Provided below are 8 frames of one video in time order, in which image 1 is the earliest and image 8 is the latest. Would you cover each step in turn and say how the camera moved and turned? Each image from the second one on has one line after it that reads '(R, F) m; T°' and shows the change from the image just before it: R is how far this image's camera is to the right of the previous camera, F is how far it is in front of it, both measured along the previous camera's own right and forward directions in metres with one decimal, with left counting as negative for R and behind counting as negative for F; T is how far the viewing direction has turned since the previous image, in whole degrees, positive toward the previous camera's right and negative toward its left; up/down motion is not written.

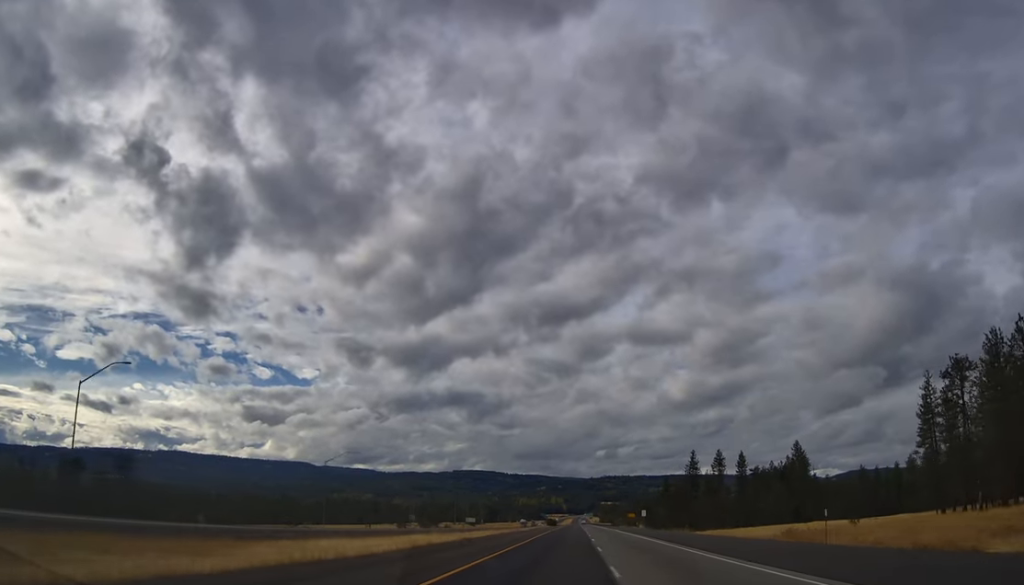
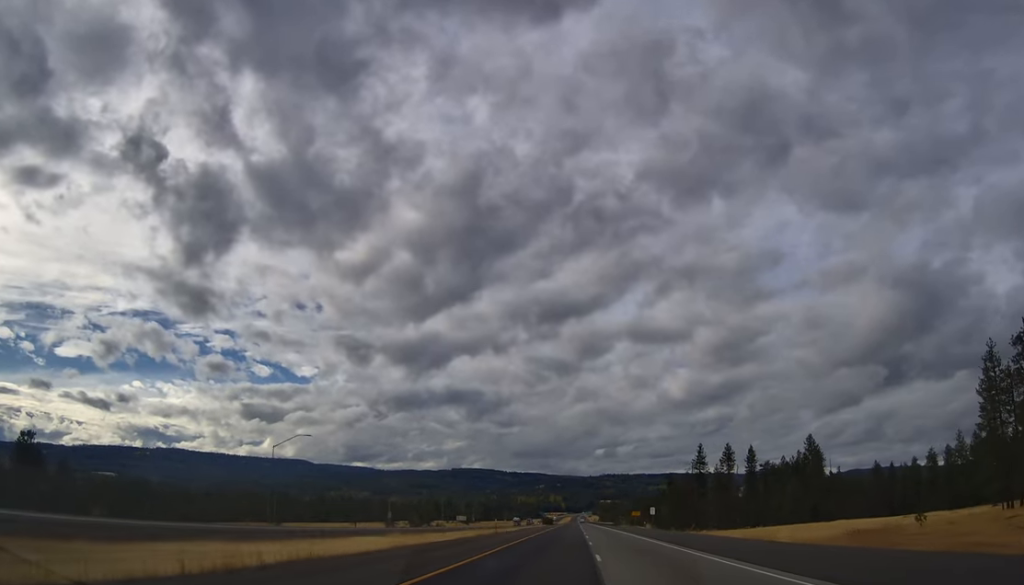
(0.0, +19.1) m; 0°
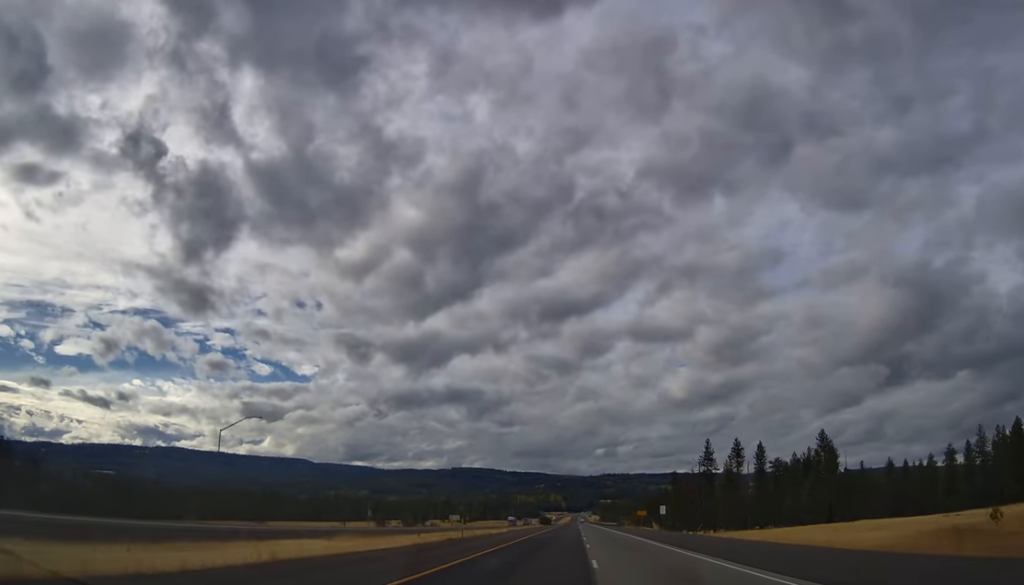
(-0.2, +14.6) m; 0°
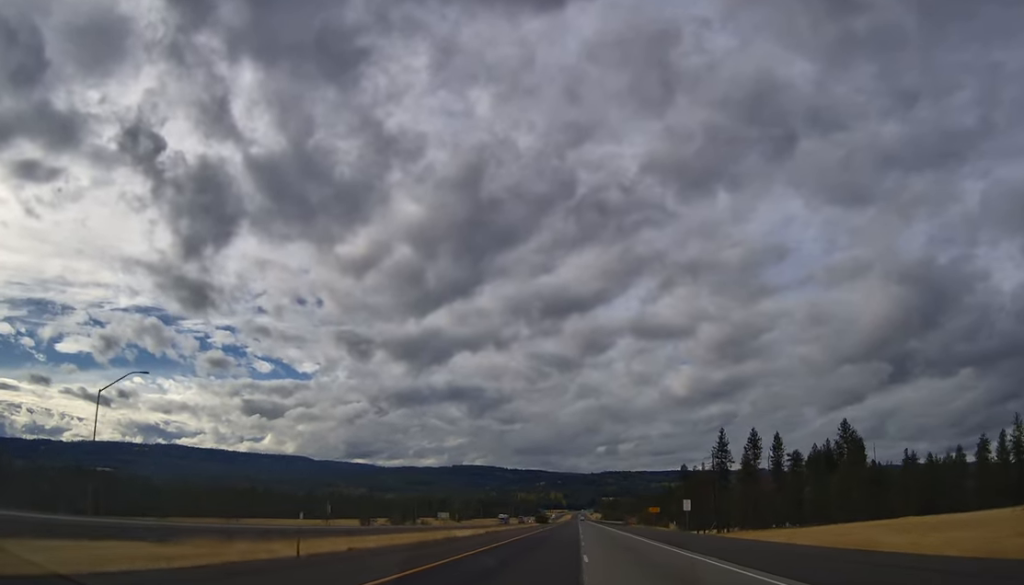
(-0.1, +22.5) m; 0°
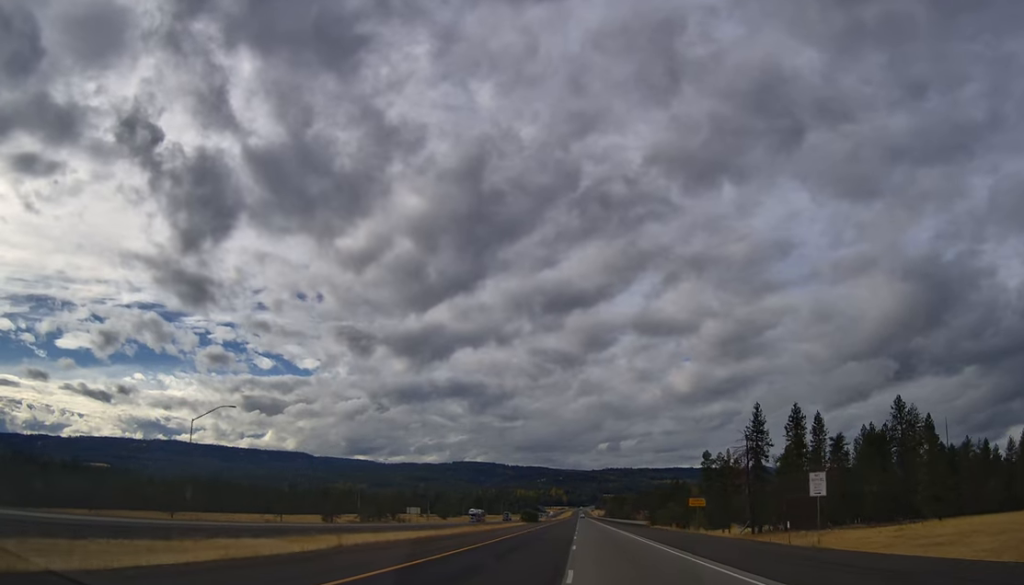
(+0.3, +43.1) m; +1°
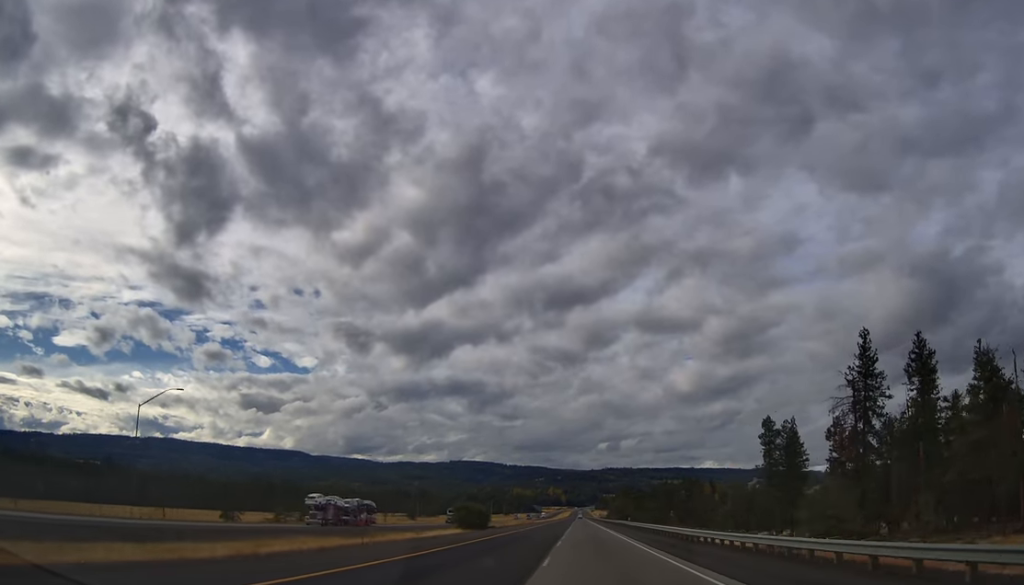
(0.0, +69.4) m; +1°
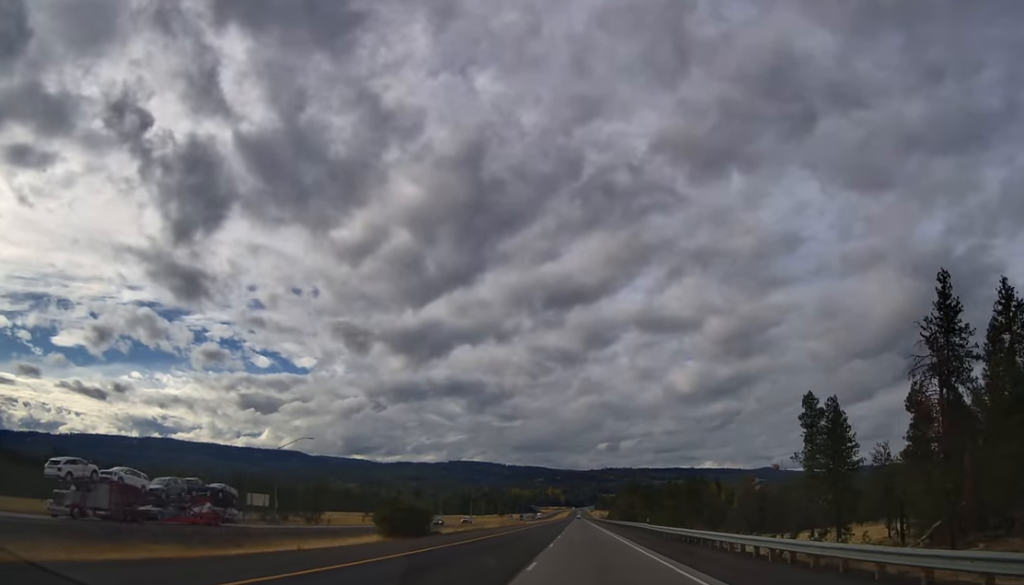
(+0.4, +26.2) m; 0°
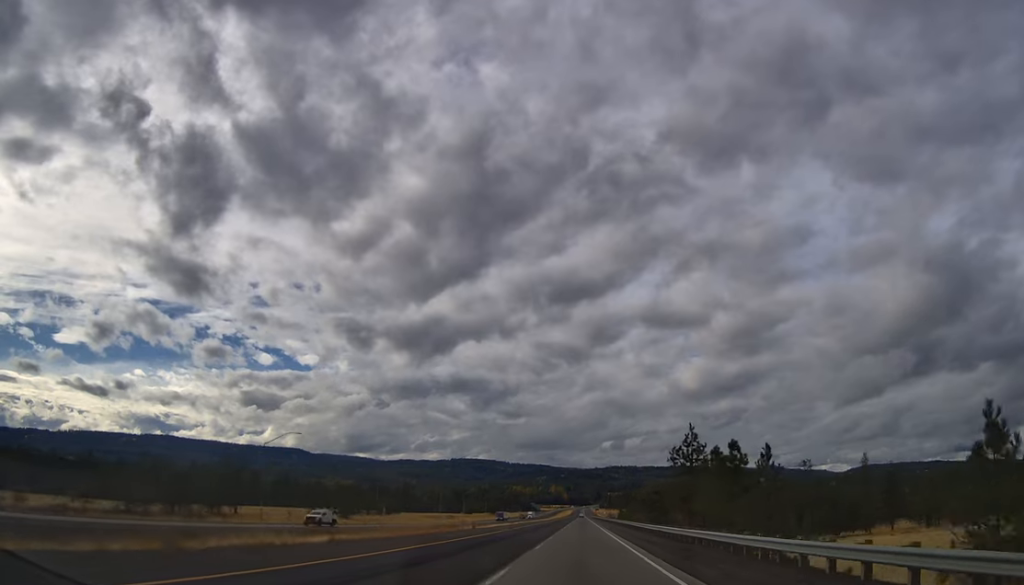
(-1.5, +65.1) m; -1°
